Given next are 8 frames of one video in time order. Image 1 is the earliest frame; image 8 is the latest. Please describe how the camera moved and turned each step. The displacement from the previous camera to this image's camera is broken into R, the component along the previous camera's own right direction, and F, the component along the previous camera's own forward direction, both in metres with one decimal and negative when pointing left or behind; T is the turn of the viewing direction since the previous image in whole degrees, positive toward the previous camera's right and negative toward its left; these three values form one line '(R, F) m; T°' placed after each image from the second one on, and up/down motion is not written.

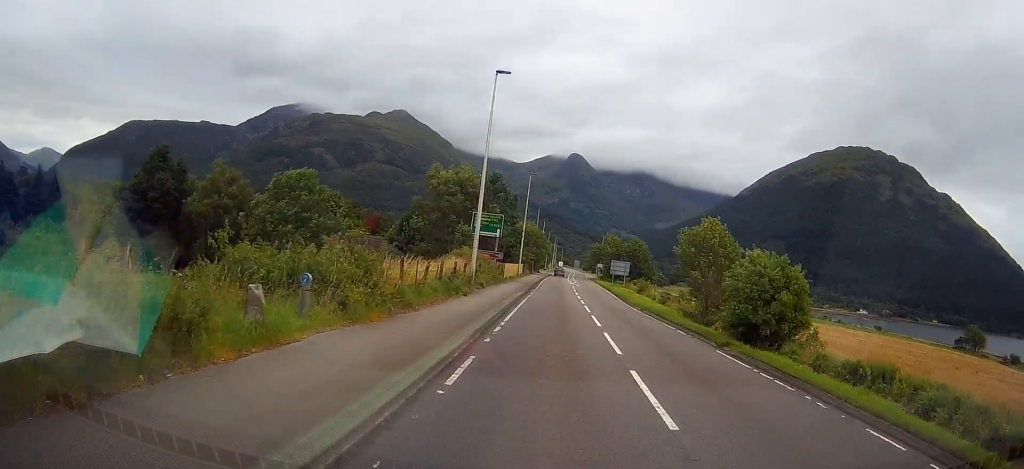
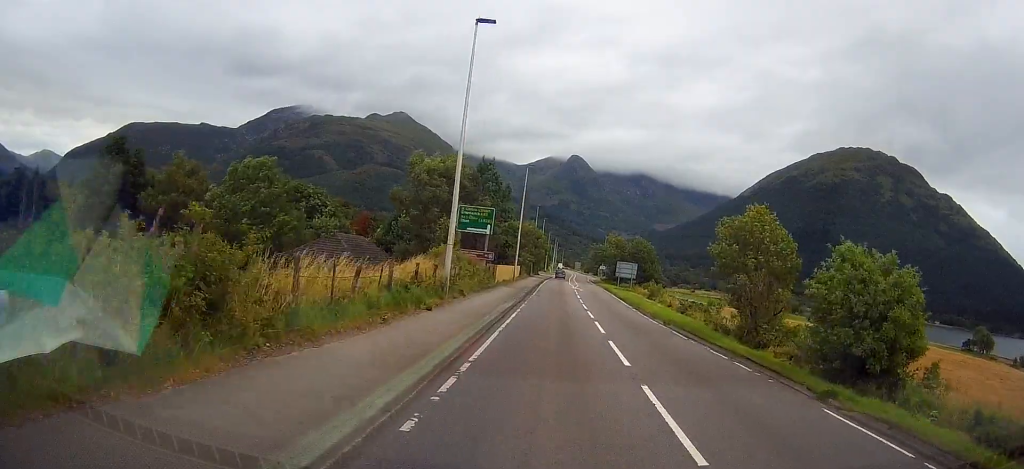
(0.0, +7.0) m; 0°
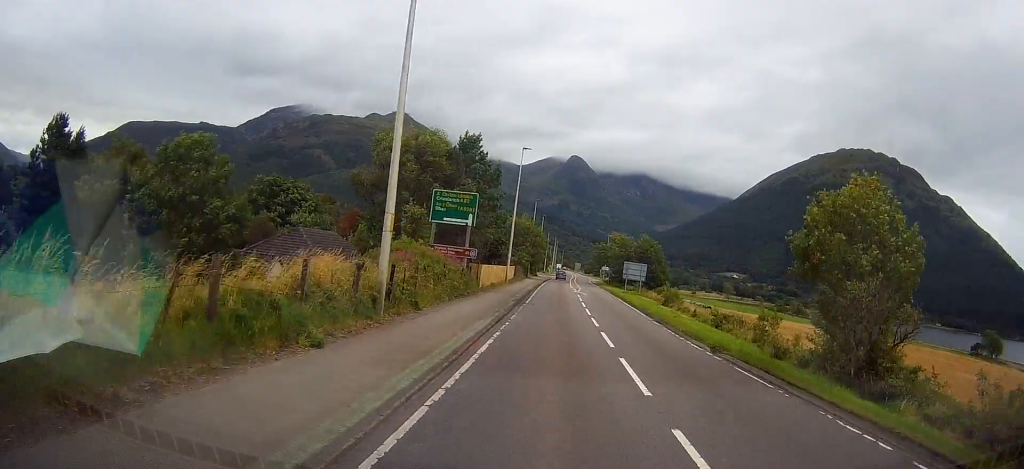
(0.0, +8.3) m; 0°
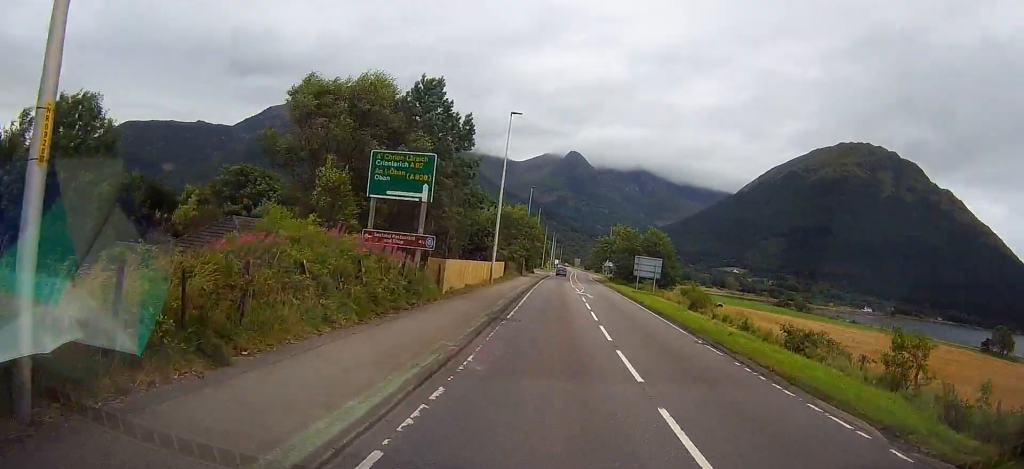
(0.0, +10.4) m; +1°
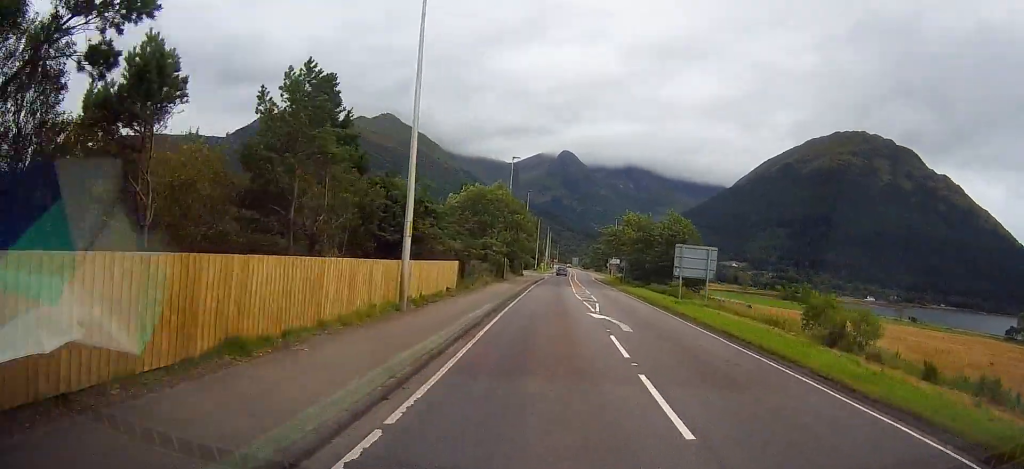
(+0.2, +21.3) m; 0°
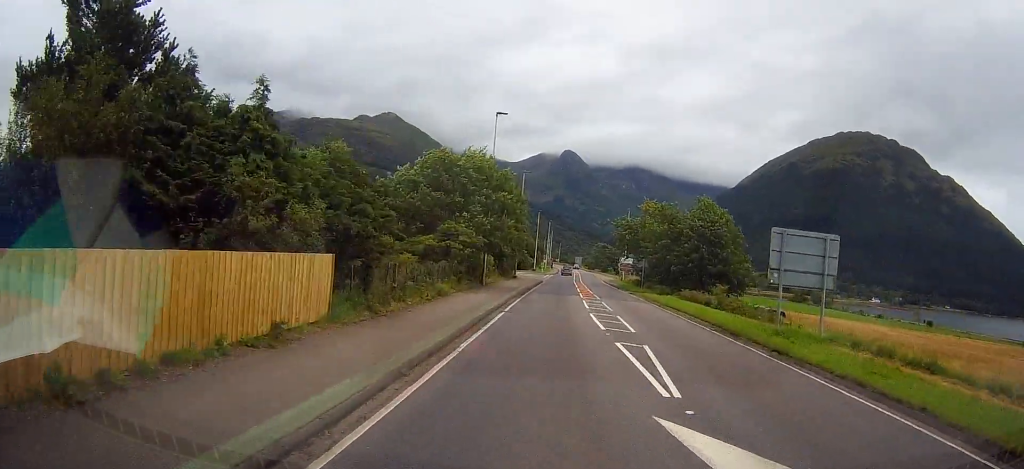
(-0.2, +16.1) m; 0°
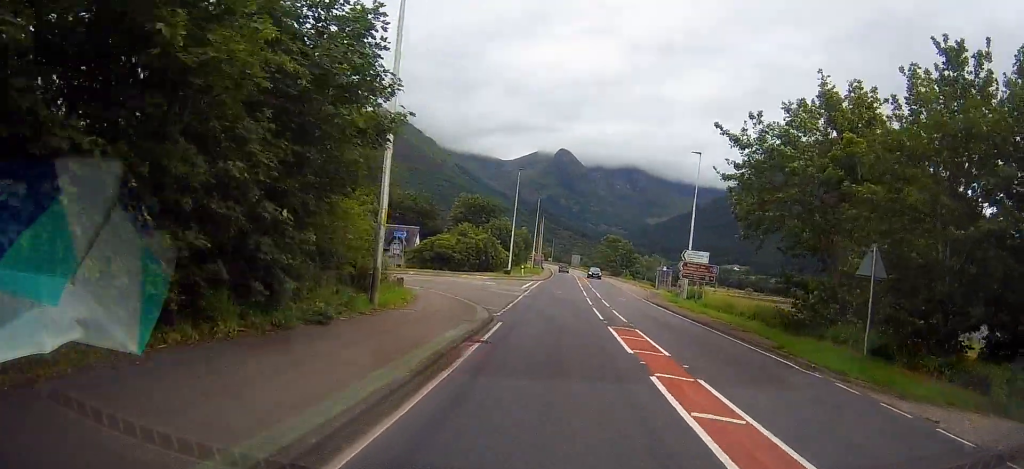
(+0.4, +48.2) m; +1°
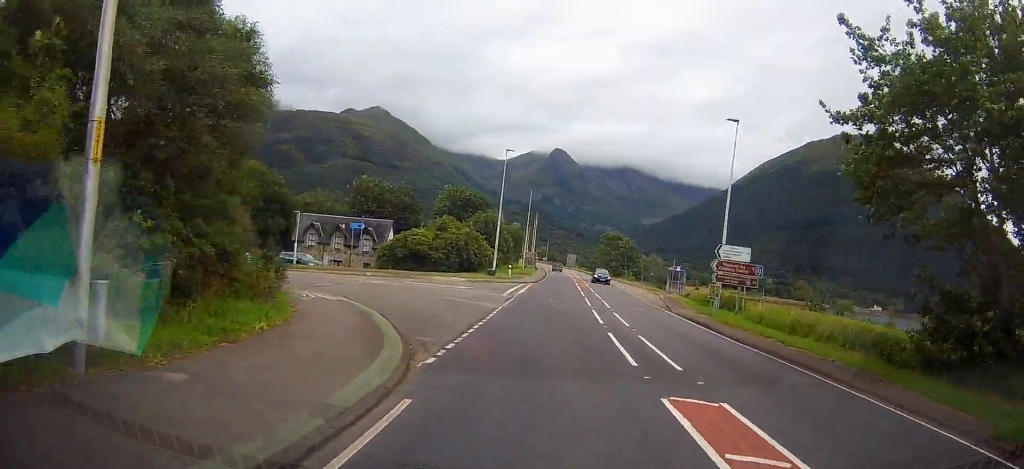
(0.0, +10.5) m; -1°
